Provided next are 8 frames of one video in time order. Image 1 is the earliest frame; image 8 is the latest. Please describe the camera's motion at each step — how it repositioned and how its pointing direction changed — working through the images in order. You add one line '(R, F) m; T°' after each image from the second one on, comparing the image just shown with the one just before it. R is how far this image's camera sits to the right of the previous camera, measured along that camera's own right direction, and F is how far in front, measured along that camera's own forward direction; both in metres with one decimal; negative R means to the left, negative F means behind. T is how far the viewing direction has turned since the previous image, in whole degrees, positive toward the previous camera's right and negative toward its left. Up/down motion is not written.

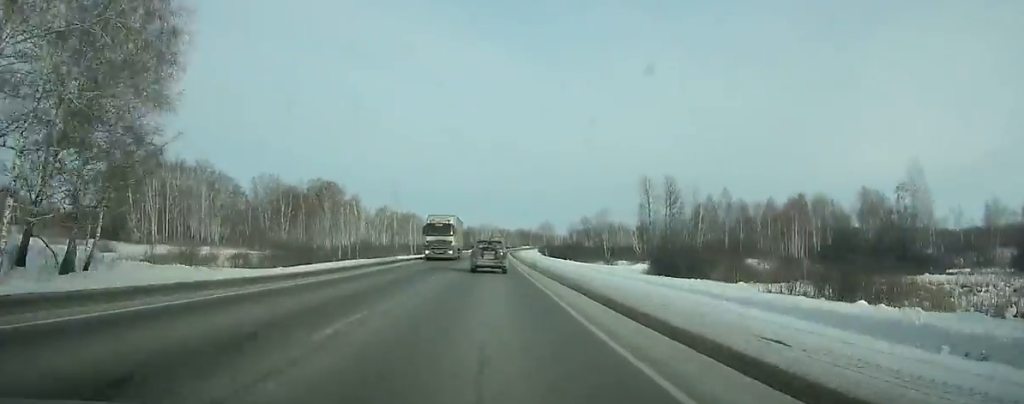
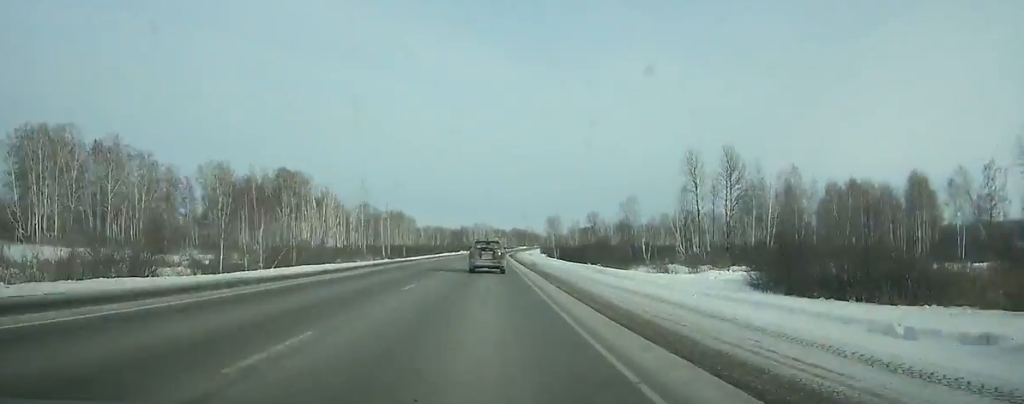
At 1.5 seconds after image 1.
(+0.3, +37.8) m; 0°
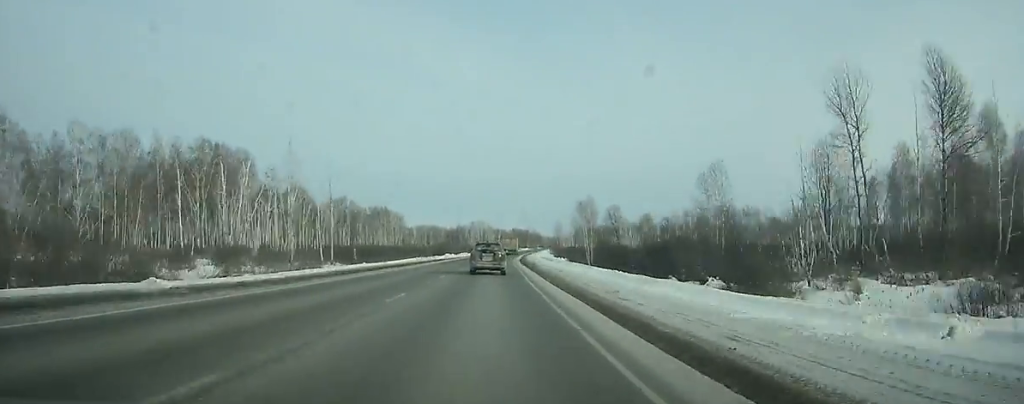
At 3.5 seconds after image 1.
(+0.1, +49.9) m; +1°
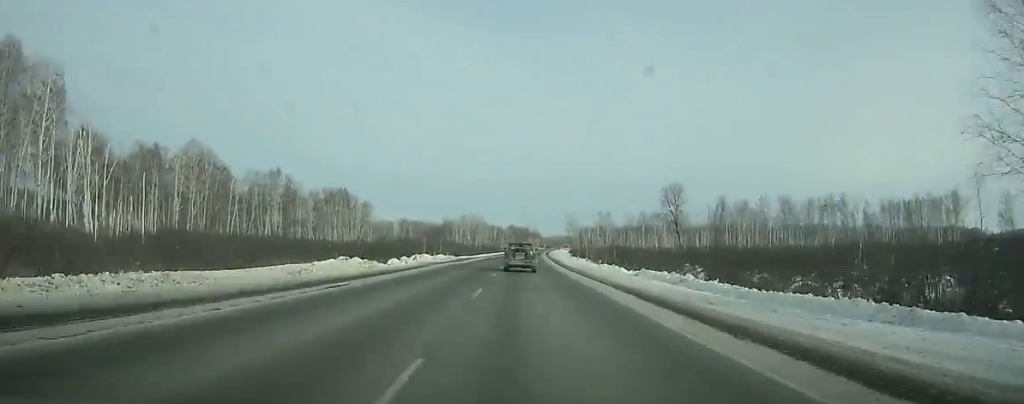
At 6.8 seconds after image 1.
(+0.9, +81.6) m; +2°
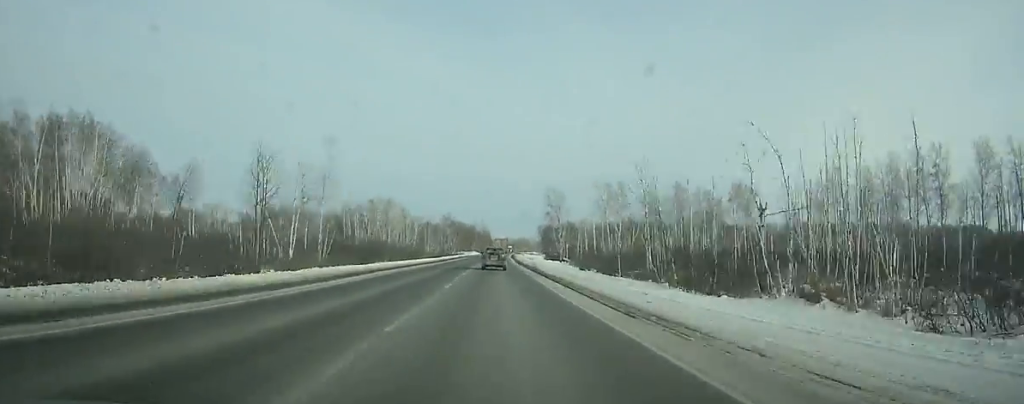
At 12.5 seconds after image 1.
(+5.0, +139.7) m; +3°
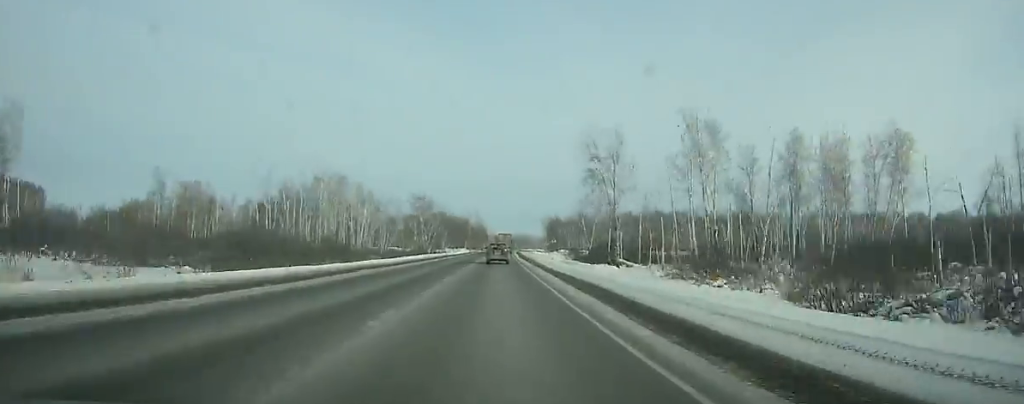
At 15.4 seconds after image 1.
(+0.2, +71.6) m; +1°
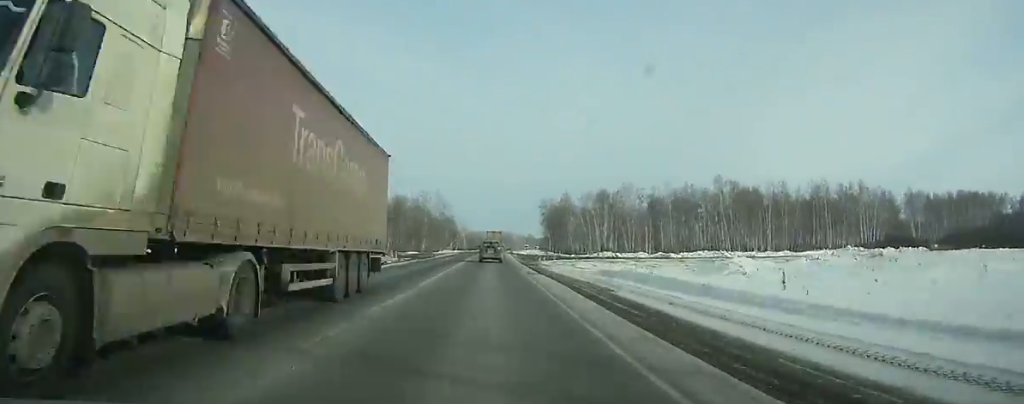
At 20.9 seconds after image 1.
(+1.7, +136.8) m; +1°
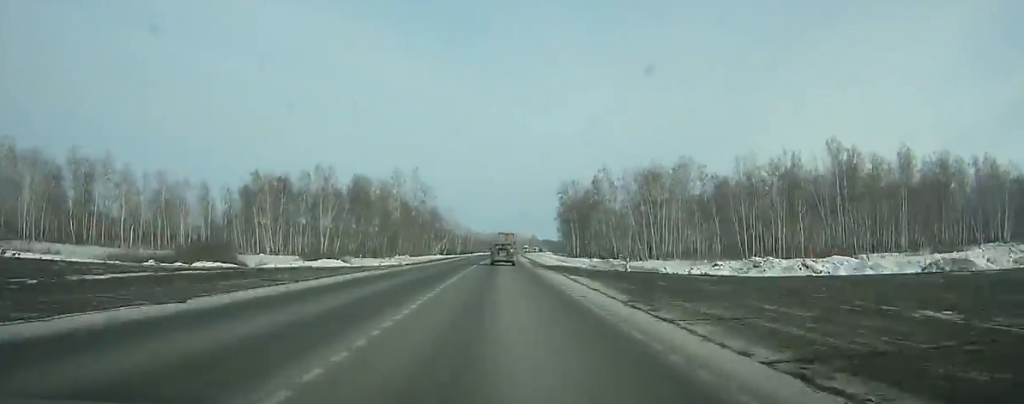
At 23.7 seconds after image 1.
(+0.3, +70.5) m; +1°
